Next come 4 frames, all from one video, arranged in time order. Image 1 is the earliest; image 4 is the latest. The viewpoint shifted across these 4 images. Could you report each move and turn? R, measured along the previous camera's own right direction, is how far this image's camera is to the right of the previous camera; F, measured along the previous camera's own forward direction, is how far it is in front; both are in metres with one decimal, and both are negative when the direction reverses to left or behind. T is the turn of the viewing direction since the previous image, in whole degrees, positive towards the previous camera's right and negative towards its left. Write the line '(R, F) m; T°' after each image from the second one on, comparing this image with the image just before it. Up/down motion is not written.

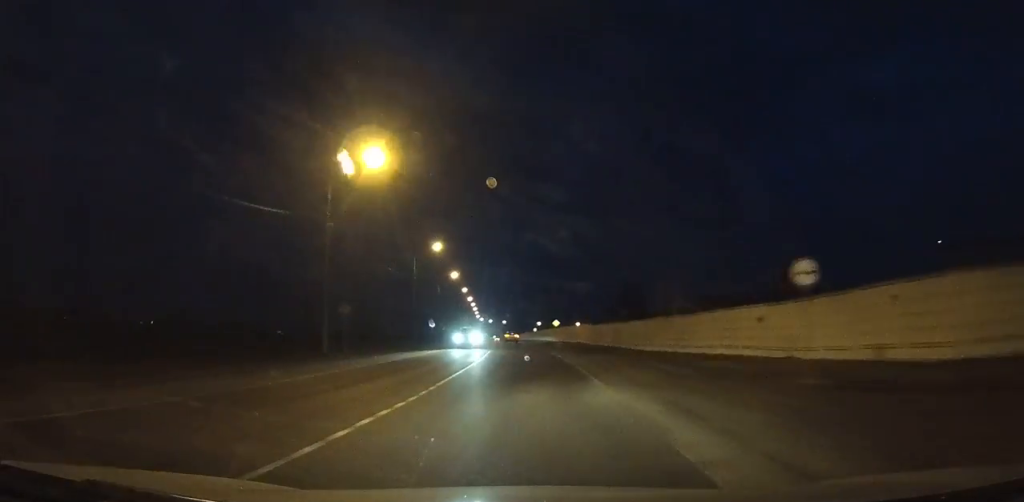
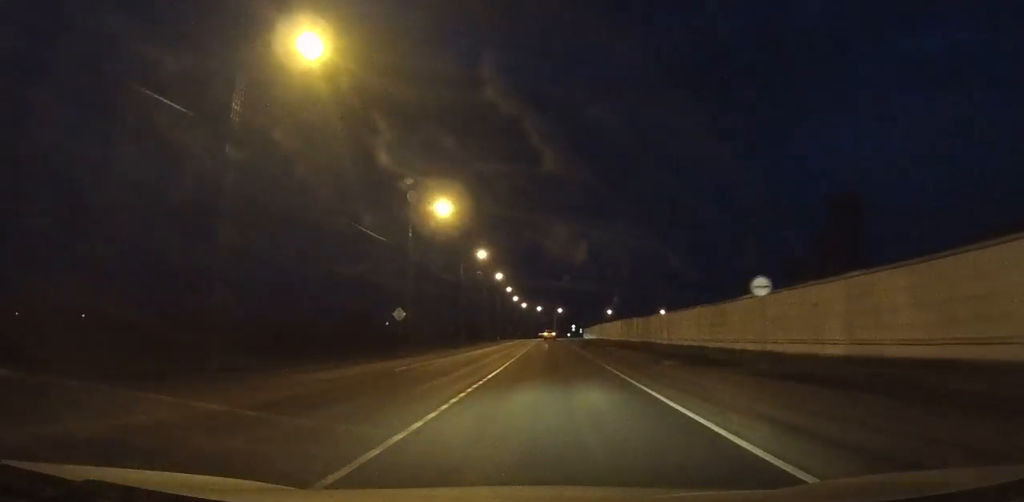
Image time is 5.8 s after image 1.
(-6.9, +112.7) m; -4°
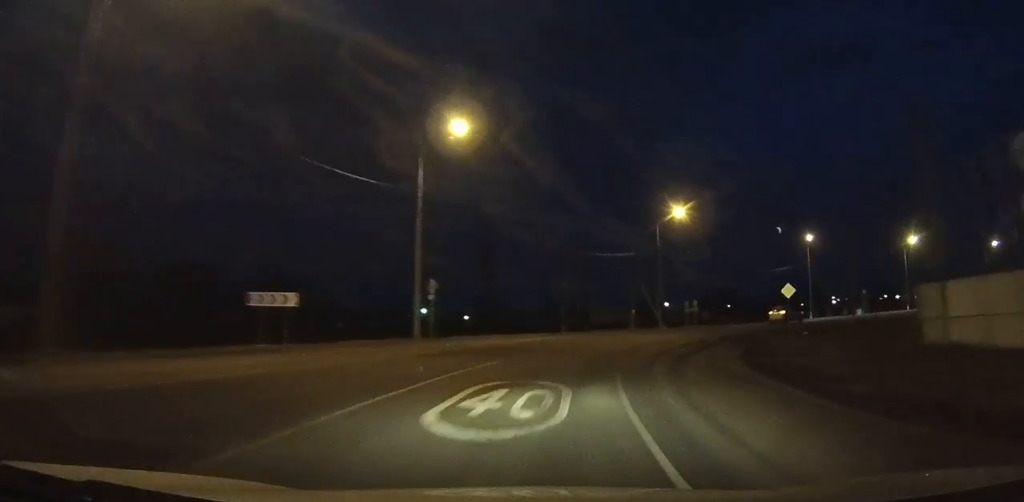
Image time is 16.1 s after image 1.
(+6.5, +189.5) m; +20°
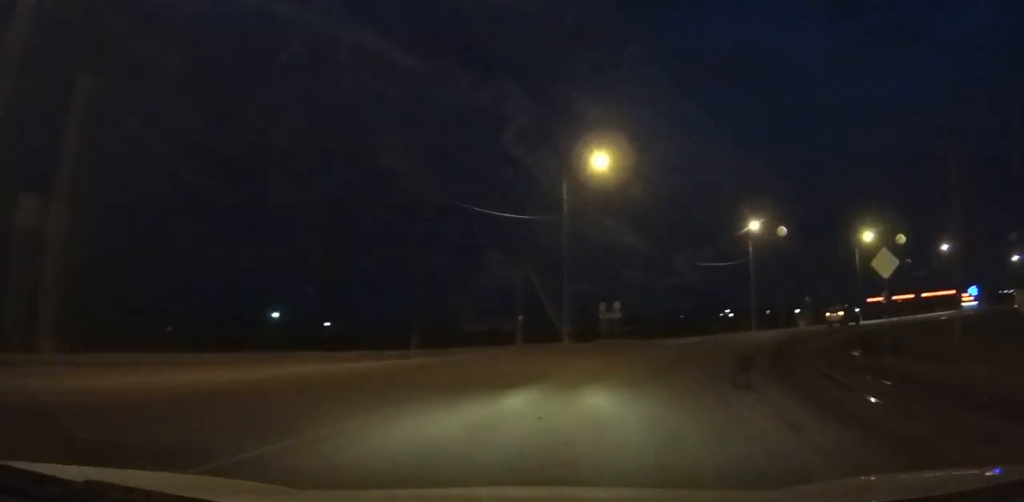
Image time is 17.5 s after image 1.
(-0.1, +21.6) m; +13°
